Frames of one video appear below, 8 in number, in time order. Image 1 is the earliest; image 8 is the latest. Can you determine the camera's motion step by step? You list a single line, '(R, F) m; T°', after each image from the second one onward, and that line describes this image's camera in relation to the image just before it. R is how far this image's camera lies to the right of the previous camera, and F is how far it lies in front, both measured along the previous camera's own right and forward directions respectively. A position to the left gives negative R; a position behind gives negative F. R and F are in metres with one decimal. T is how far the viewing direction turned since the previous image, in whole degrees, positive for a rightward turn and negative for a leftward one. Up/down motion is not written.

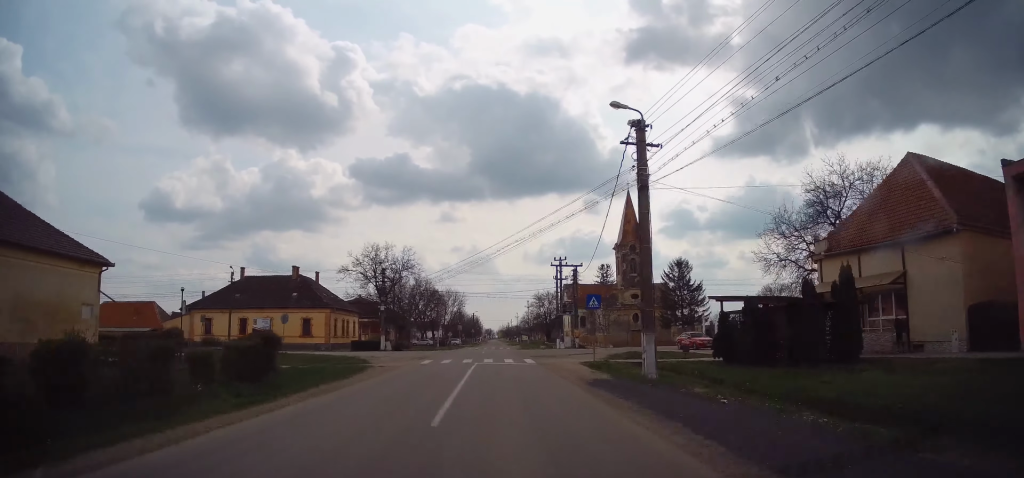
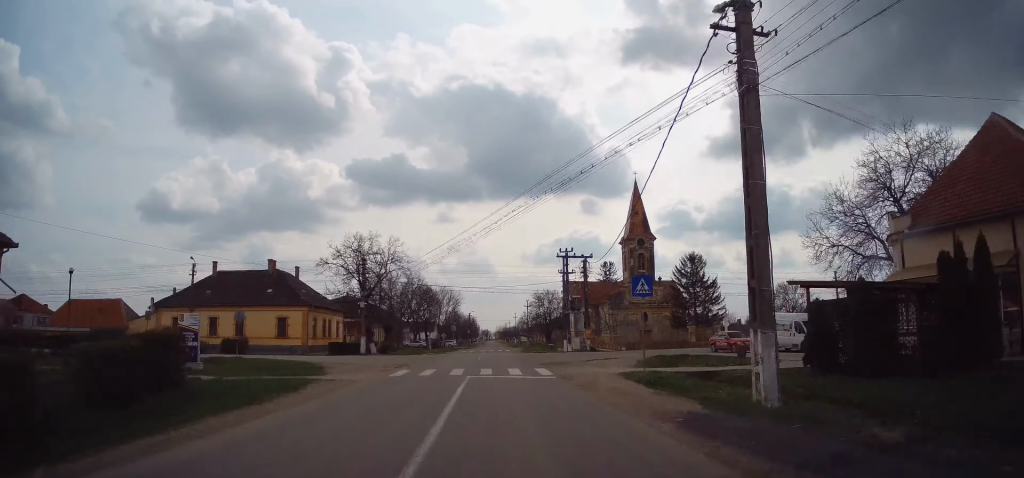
(-0.2, +7.7) m; -1°
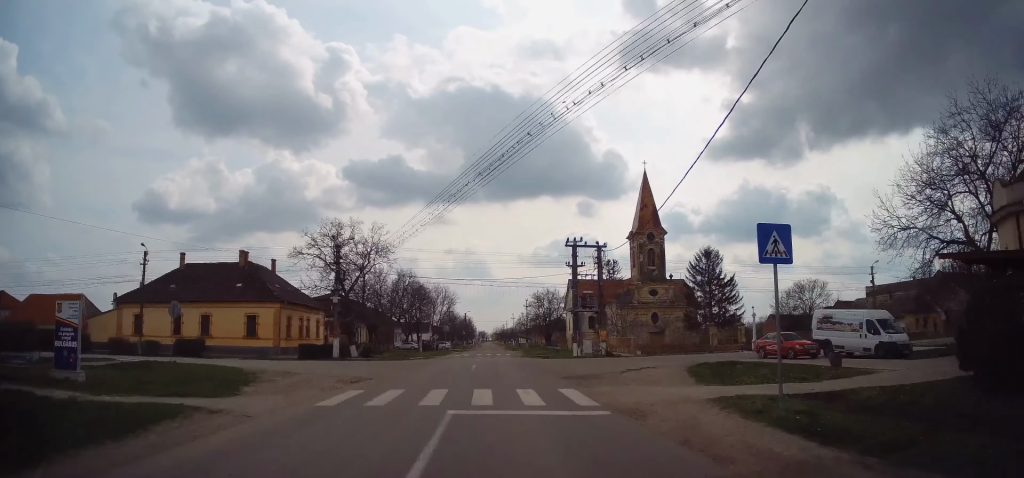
(0.0, +7.8) m; +1°
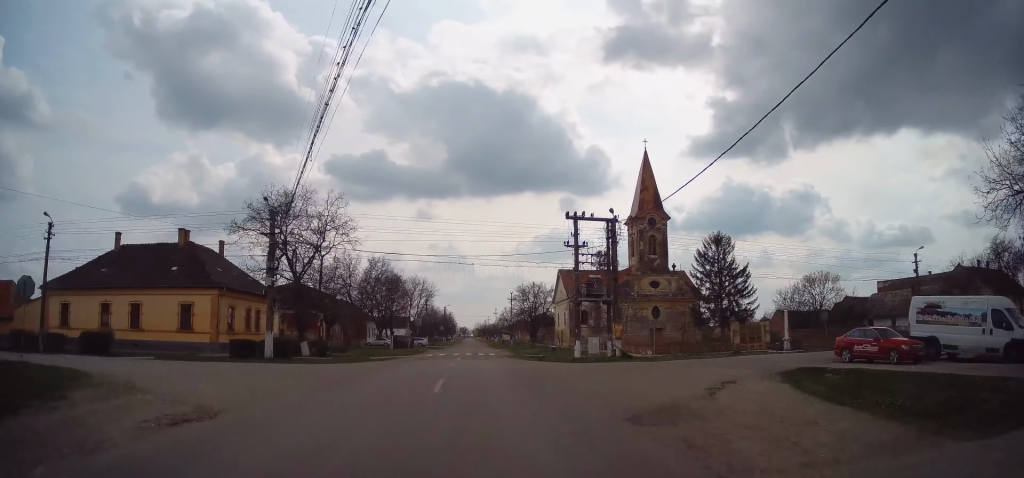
(+0.1, +9.7) m; +3°
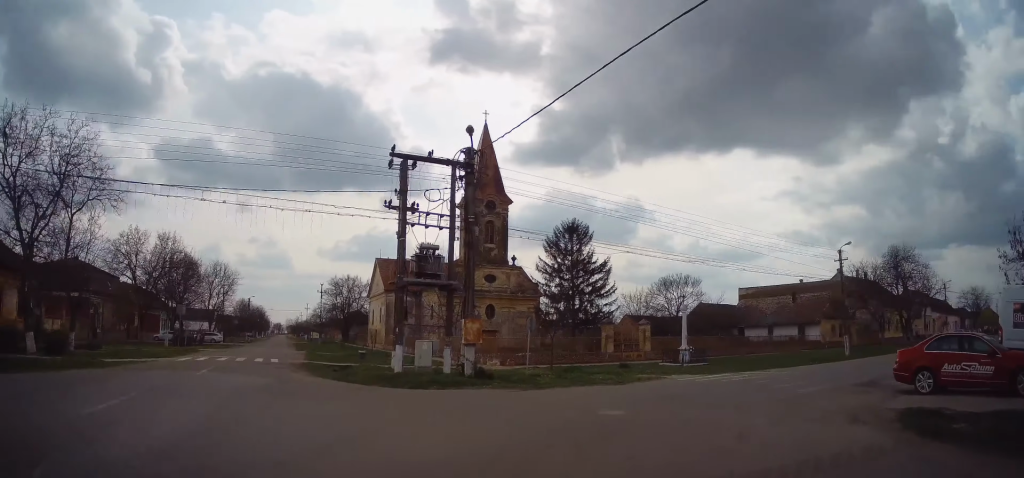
(+1.0, +14.7) m; +15°
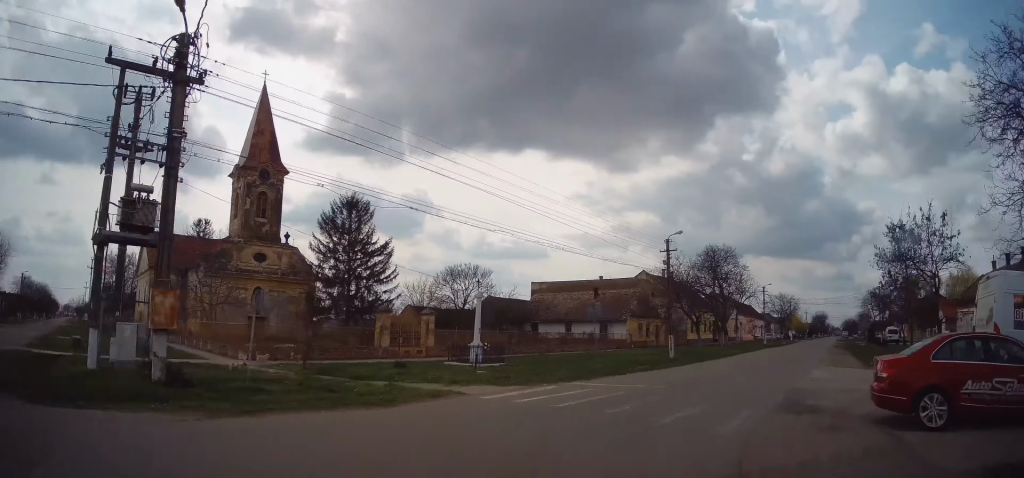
(+1.2, +7.1) m; +21°
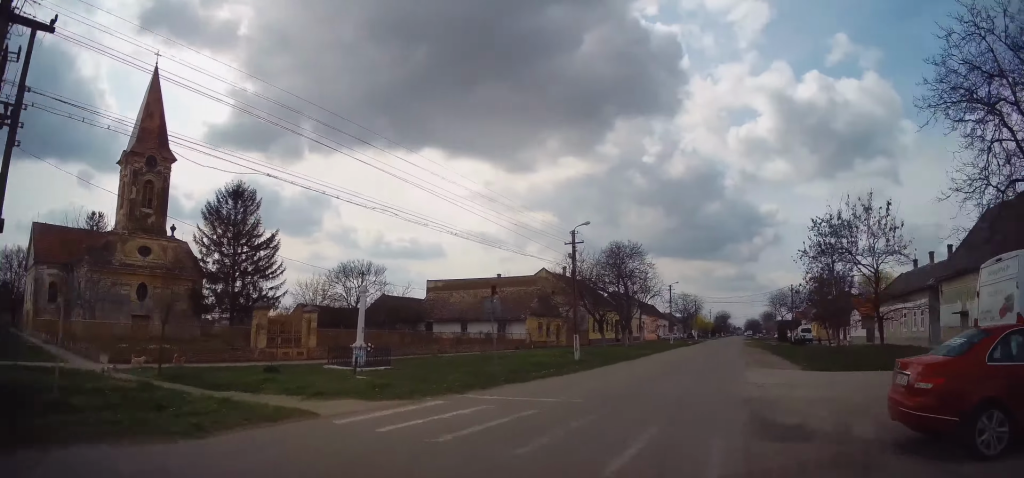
(+0.6, +3.2) m; +11°
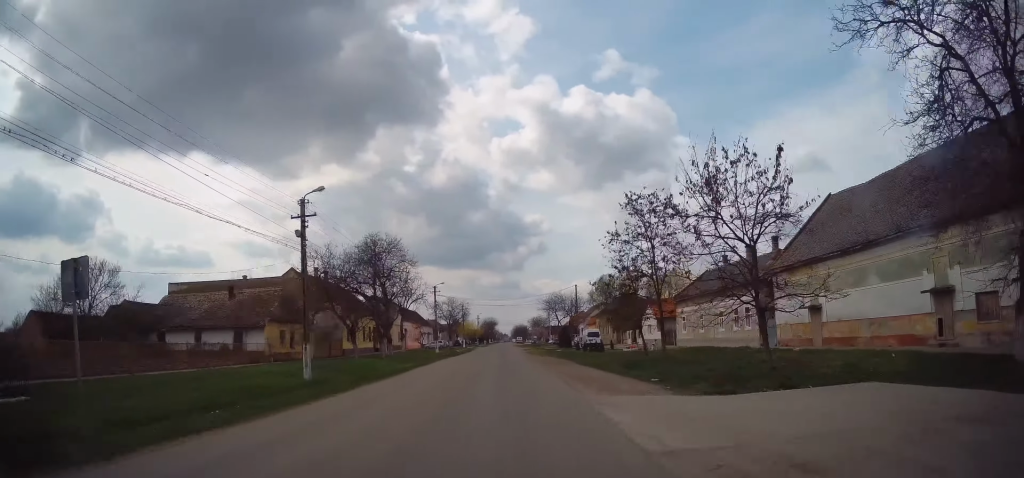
(+2.3, +9.1) m; +24°
